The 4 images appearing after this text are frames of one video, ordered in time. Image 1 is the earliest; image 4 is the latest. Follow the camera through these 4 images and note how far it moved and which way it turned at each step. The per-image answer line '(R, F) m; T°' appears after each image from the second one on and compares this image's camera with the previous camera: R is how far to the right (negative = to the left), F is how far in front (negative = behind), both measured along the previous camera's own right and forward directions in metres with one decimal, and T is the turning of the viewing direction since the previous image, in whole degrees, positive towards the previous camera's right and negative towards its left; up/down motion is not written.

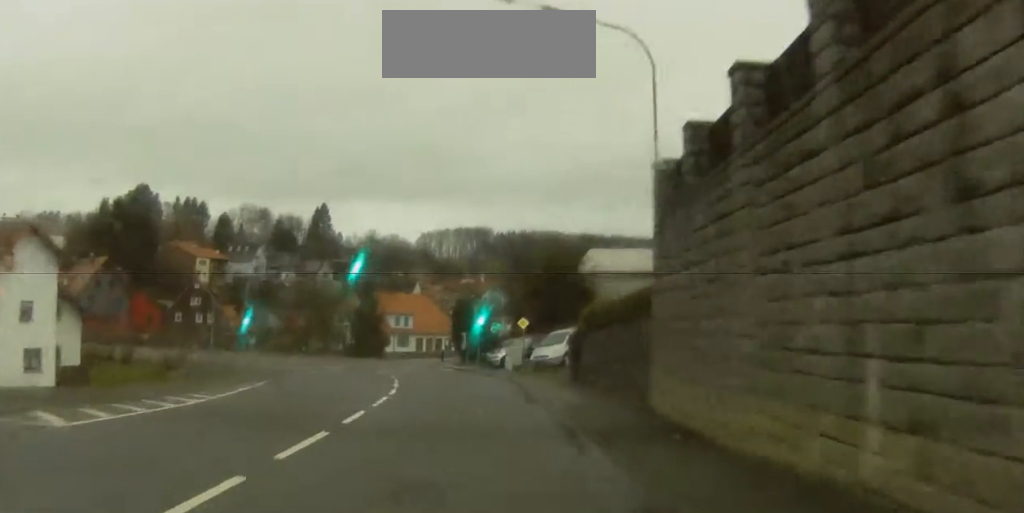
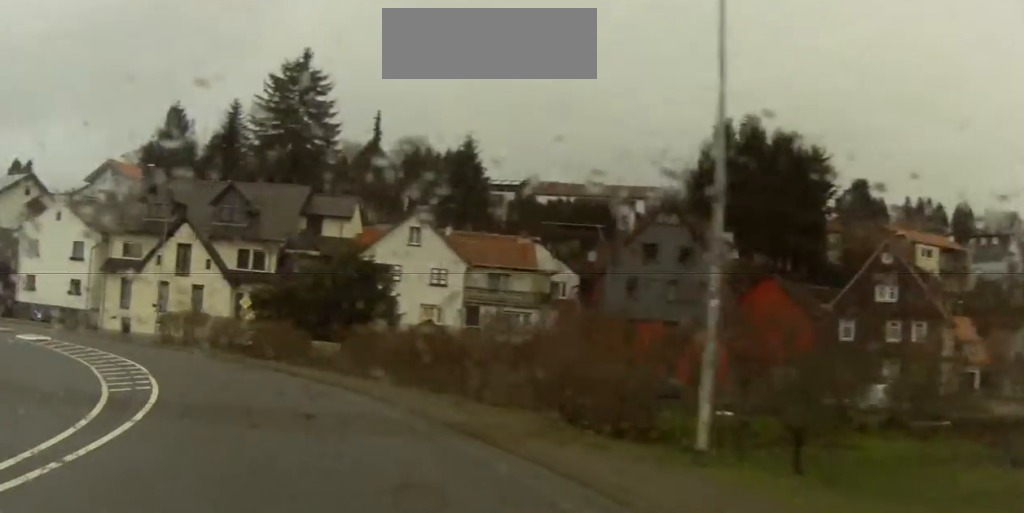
(-11.4, +79.9) m; -31°
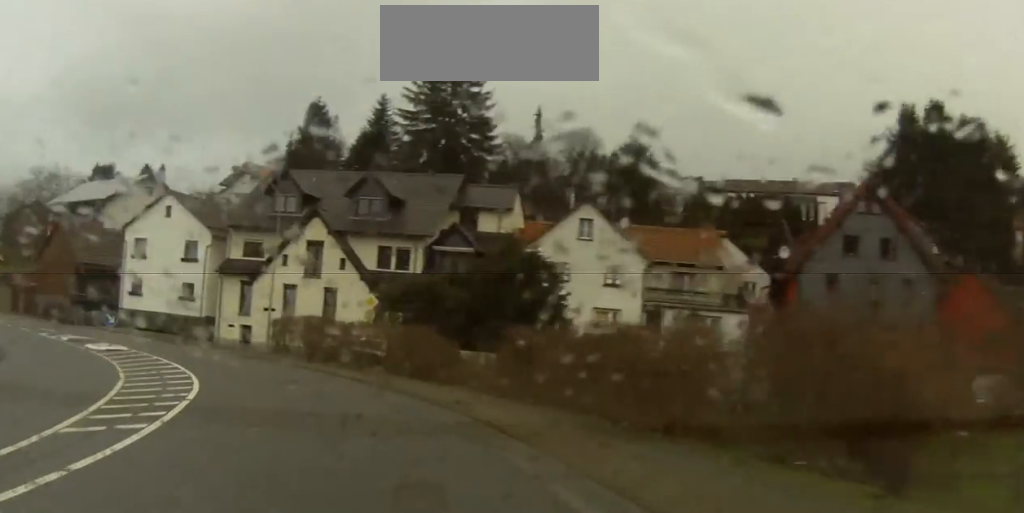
(-1.4, +8.0) m; -10°
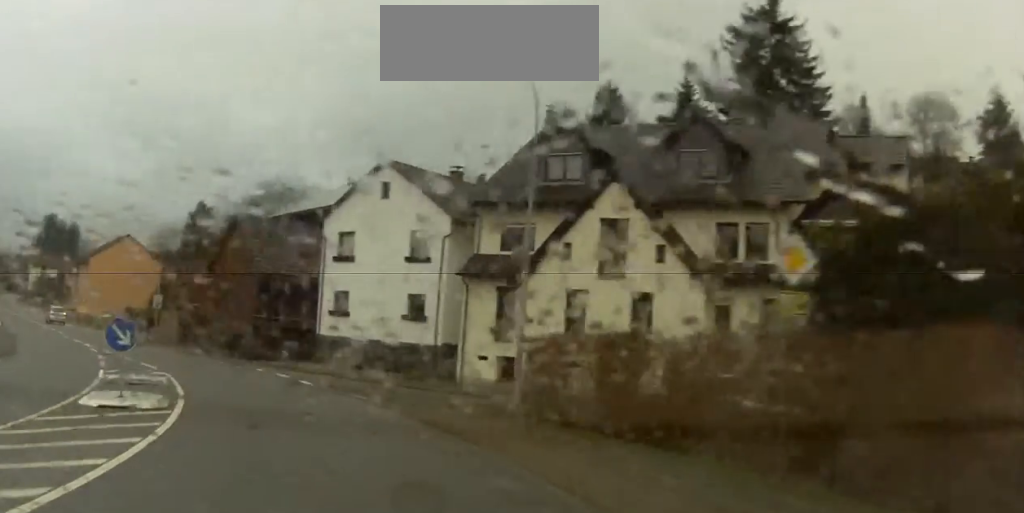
(-3.7, +18.5) m; -23°
